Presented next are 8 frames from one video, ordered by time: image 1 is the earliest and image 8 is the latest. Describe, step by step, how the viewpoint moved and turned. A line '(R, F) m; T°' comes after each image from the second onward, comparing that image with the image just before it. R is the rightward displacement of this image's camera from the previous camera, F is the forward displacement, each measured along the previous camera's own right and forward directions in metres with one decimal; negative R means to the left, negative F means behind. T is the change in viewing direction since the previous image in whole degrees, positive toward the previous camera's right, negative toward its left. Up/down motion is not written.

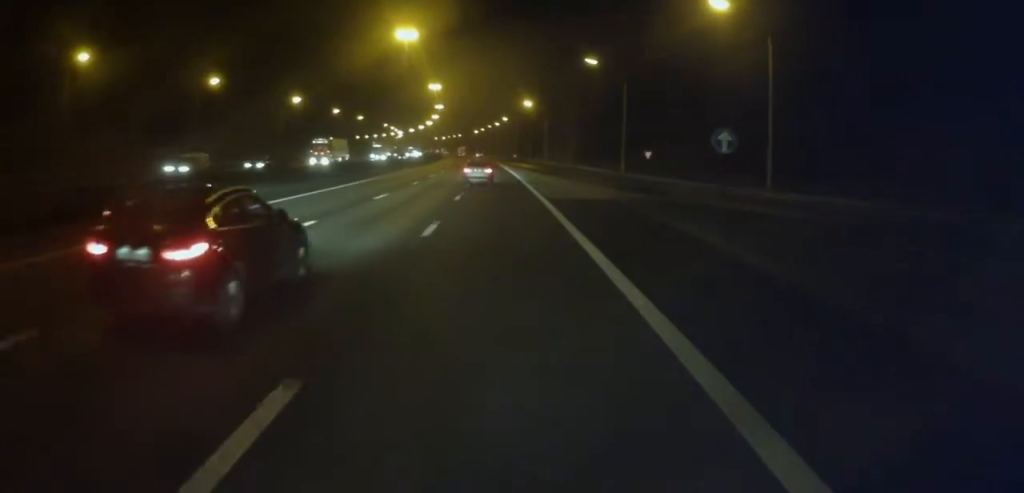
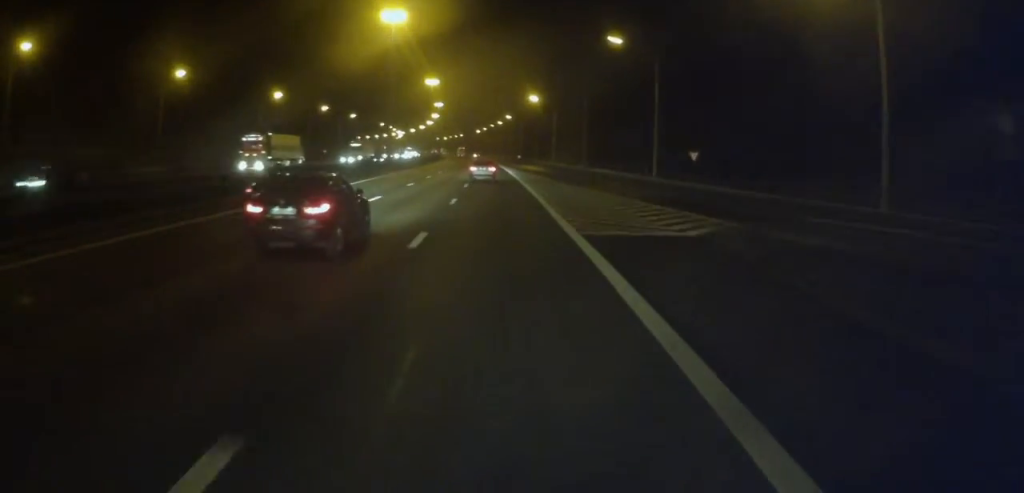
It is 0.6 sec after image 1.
(+0.1, +14.1) m; 0°
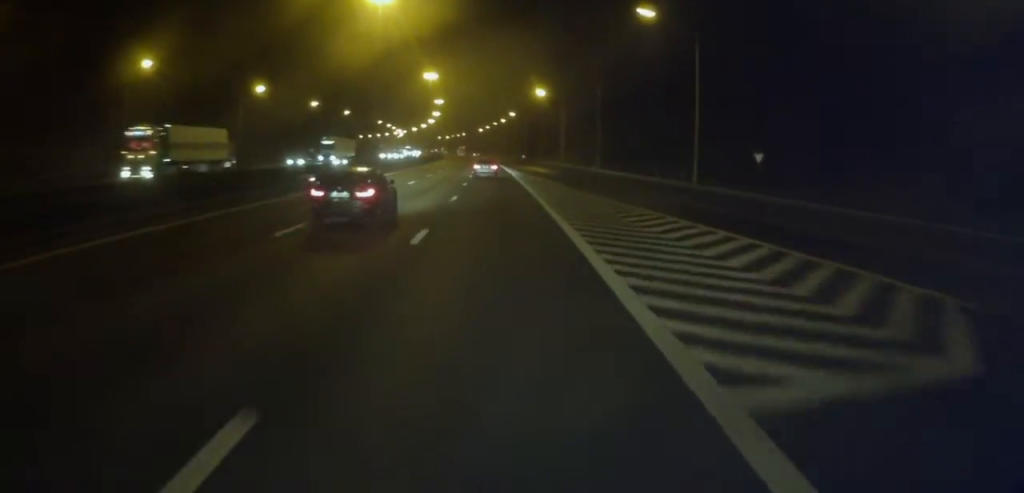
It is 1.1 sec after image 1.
(+0.2, +11.8) m; 0°
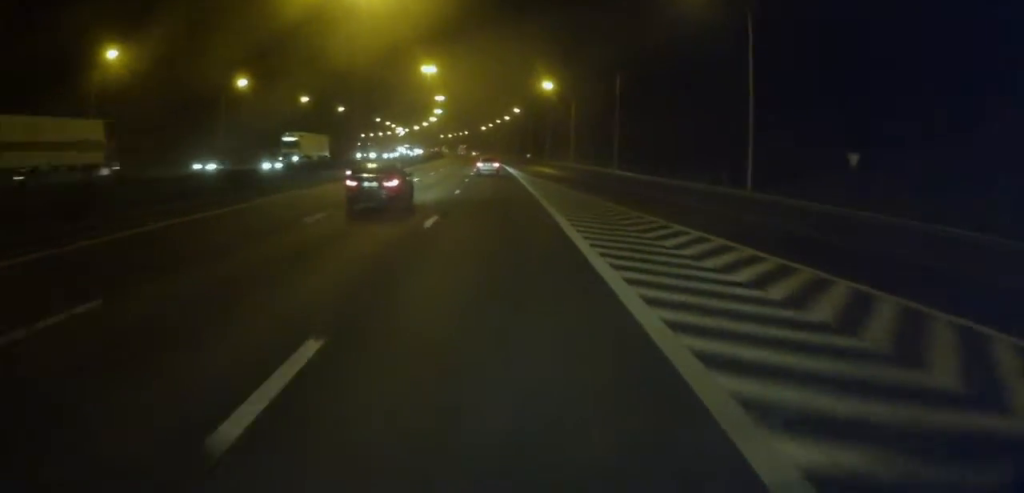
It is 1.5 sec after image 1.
(0.0, +10.2) m; 0°
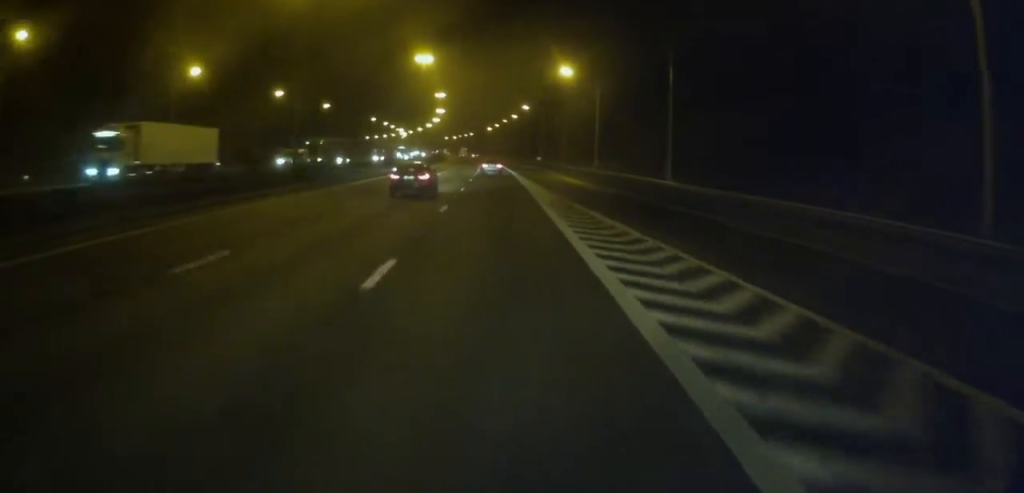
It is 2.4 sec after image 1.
(-0.3, +20.4) m; -1°
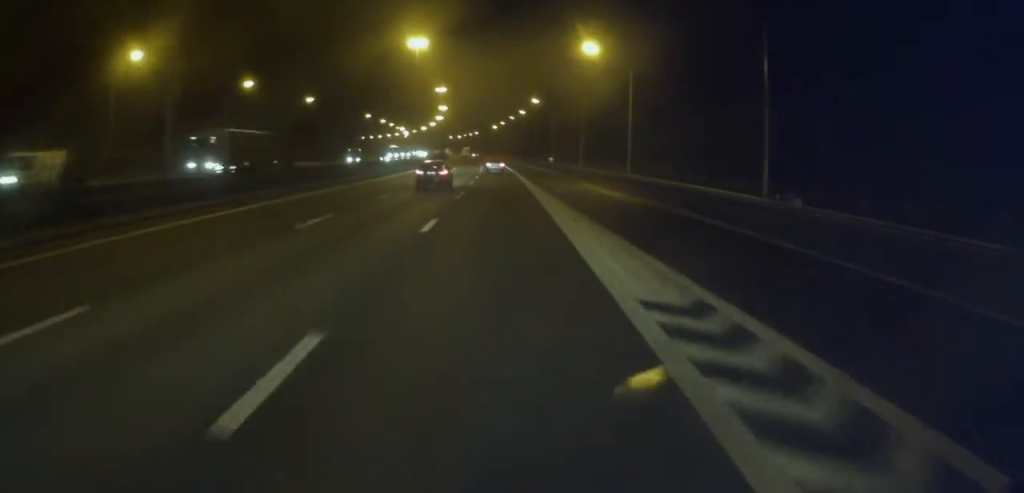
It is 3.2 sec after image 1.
(-0.1, +18.1) m; -1°
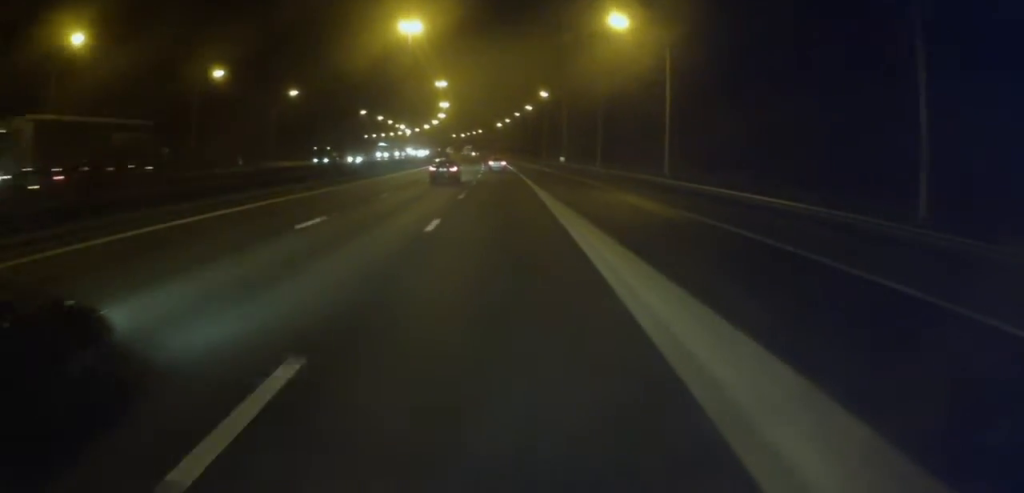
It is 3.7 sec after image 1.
(-0.1, +13.4) m; 0°
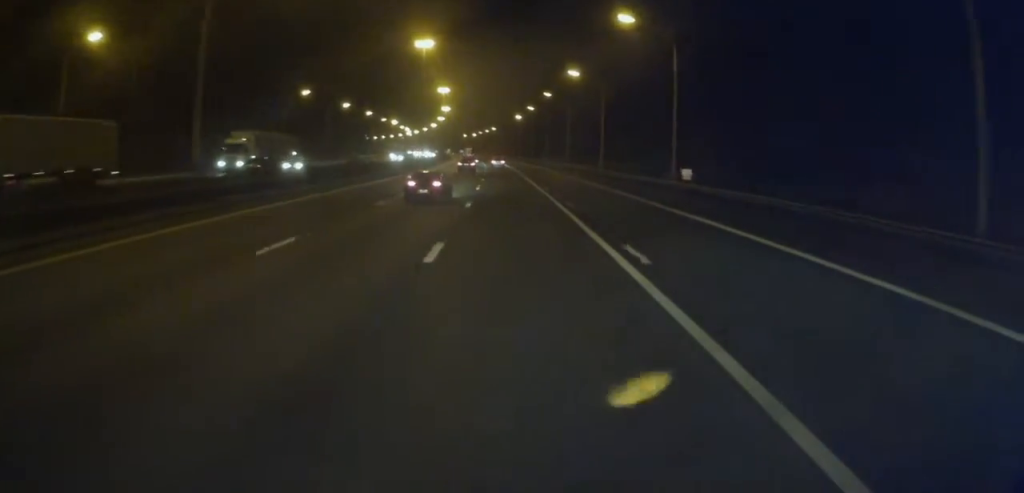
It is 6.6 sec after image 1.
(-1.1, +67.5) m; -3°
